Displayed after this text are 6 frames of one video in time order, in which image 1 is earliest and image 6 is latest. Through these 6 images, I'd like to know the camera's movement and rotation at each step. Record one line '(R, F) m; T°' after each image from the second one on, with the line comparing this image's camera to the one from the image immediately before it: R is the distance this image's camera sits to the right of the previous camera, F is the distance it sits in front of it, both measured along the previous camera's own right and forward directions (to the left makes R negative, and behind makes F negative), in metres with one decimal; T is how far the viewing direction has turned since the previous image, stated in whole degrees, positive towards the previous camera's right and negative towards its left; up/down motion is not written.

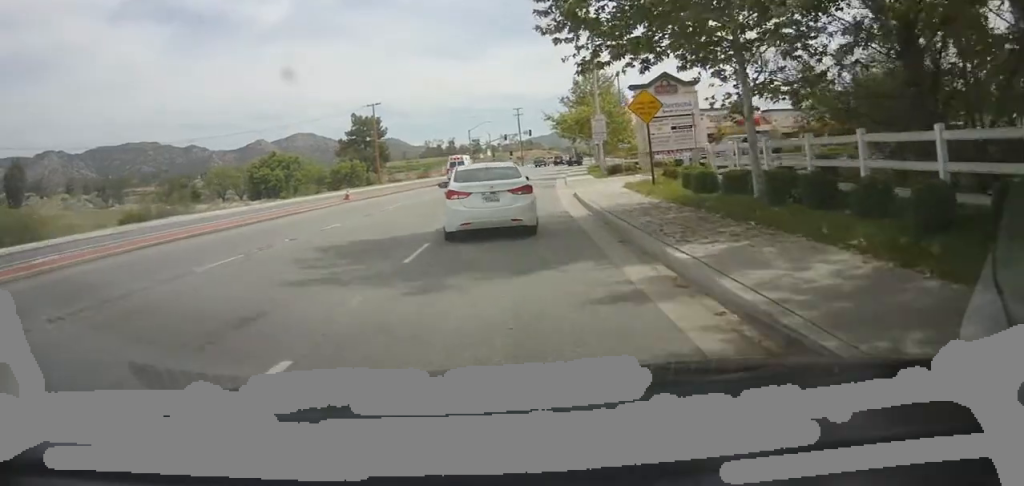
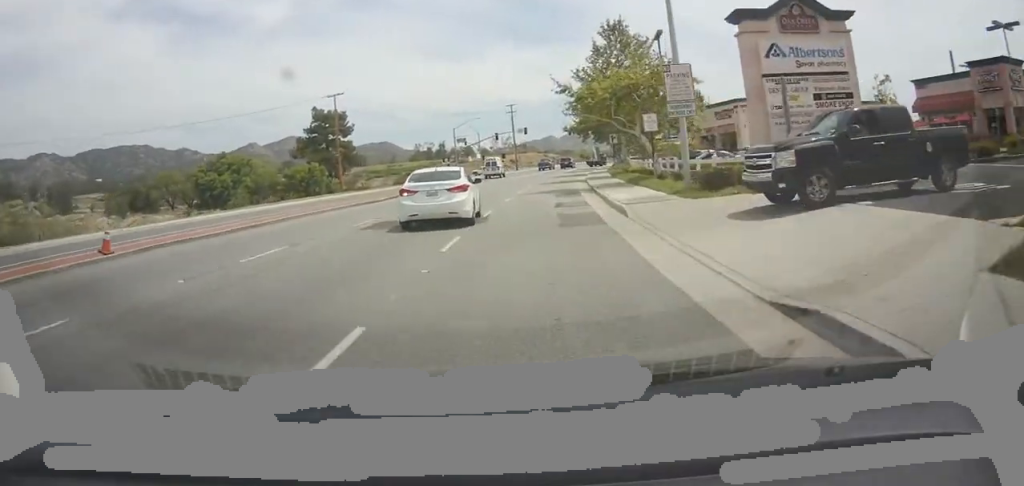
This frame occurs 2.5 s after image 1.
(-1.7, +15.8) m; -4°
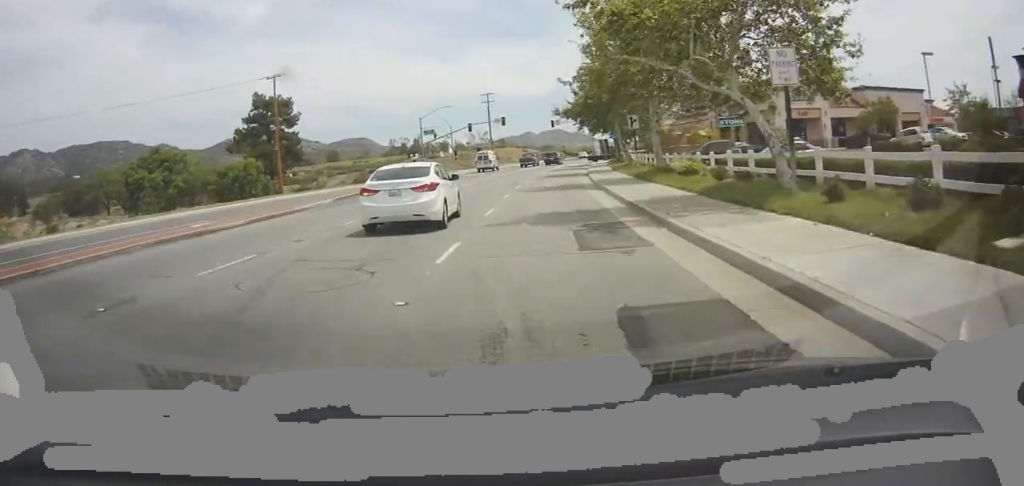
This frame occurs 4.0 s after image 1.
(+0.2, +15.0) m; 0°
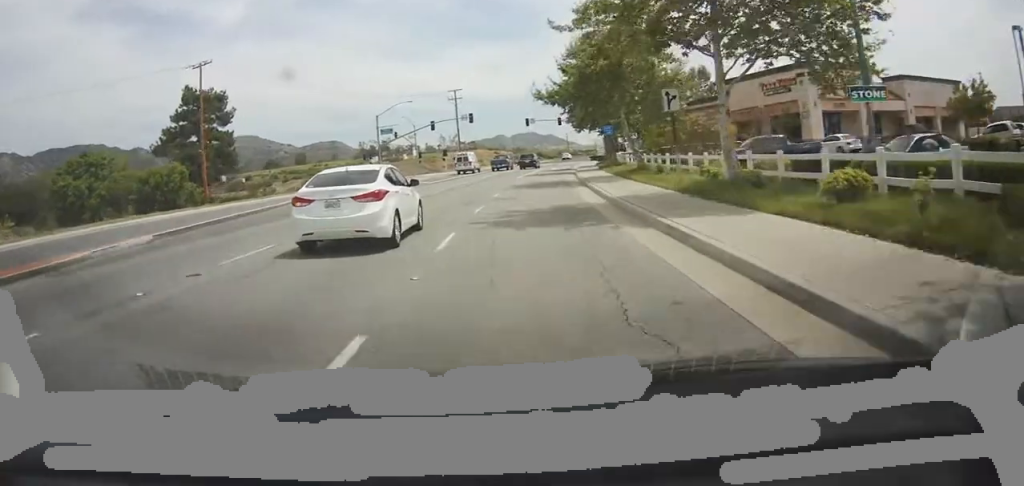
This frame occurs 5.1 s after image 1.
(0.0, +12.7) m; +1°
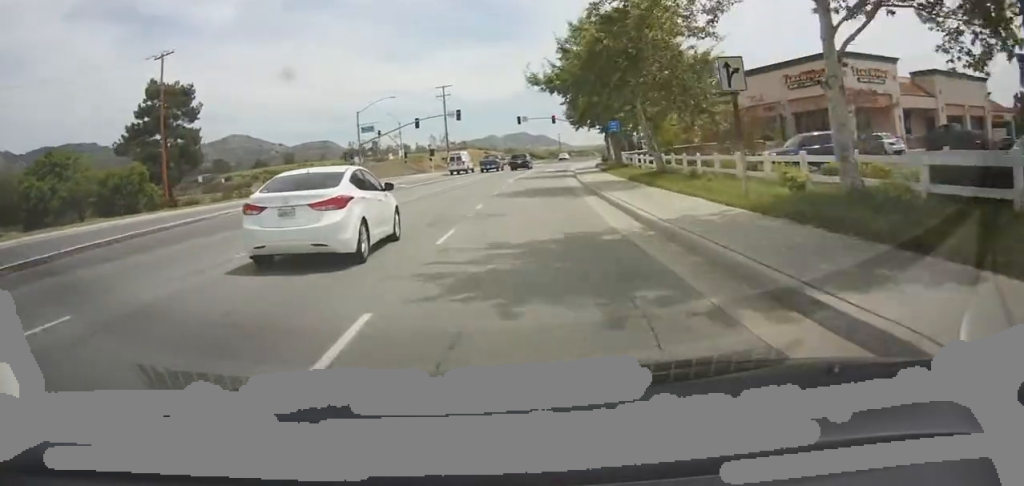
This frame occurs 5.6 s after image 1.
(+0.1, +6.4) m; +1°
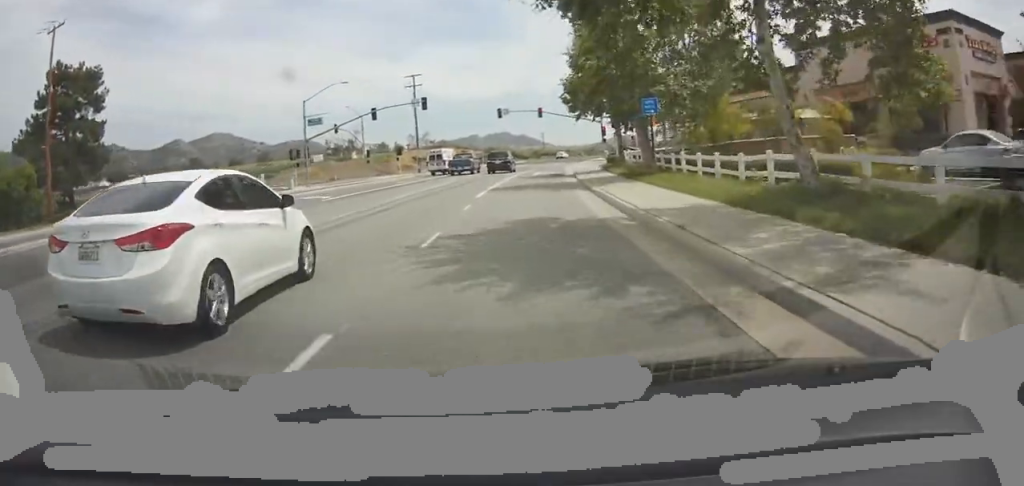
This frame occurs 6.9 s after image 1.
(0.0, +15.6) m; 0°
